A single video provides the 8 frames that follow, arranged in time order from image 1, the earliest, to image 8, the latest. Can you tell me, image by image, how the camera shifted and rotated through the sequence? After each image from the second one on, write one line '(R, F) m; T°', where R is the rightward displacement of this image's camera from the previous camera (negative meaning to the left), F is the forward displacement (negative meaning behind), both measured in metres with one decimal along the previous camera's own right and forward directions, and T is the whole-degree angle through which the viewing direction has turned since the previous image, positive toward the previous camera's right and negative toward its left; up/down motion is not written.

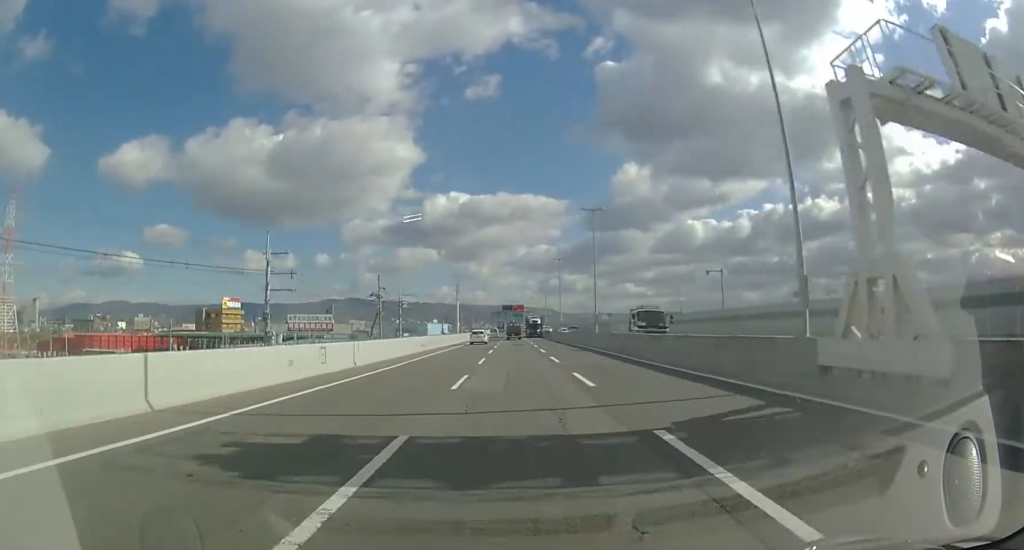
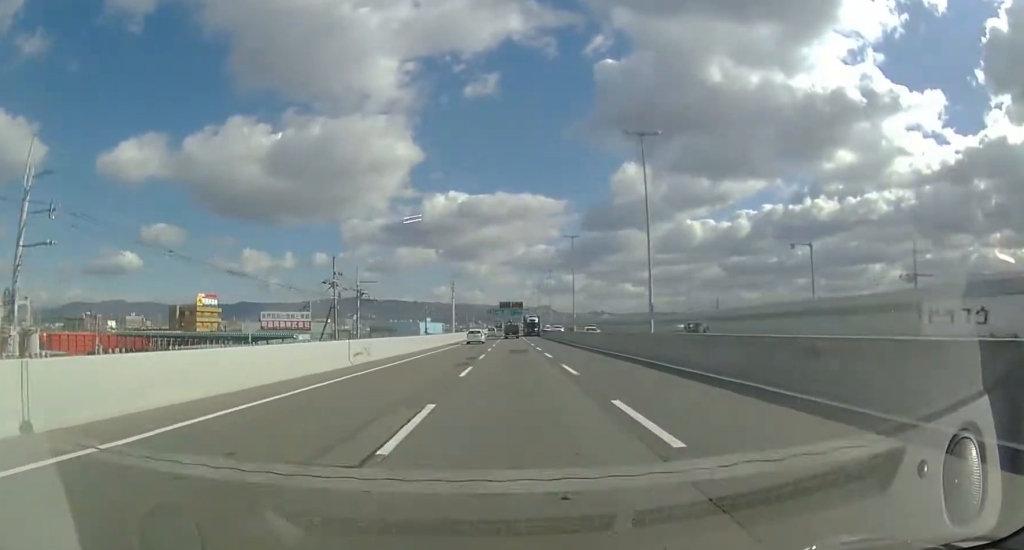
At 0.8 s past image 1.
(0.0, +16.9) m; 0°
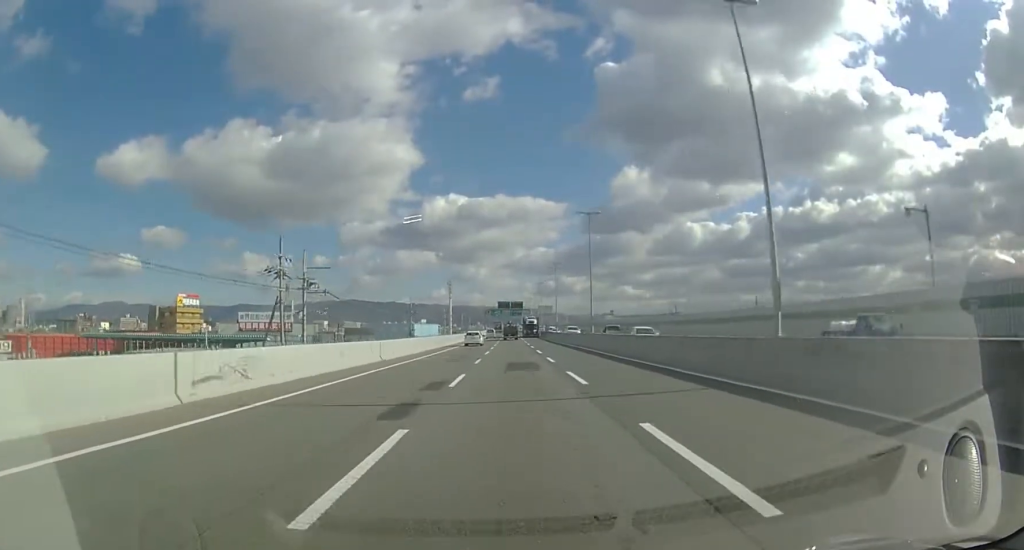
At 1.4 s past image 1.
(0.0, +12.3) m; 0°
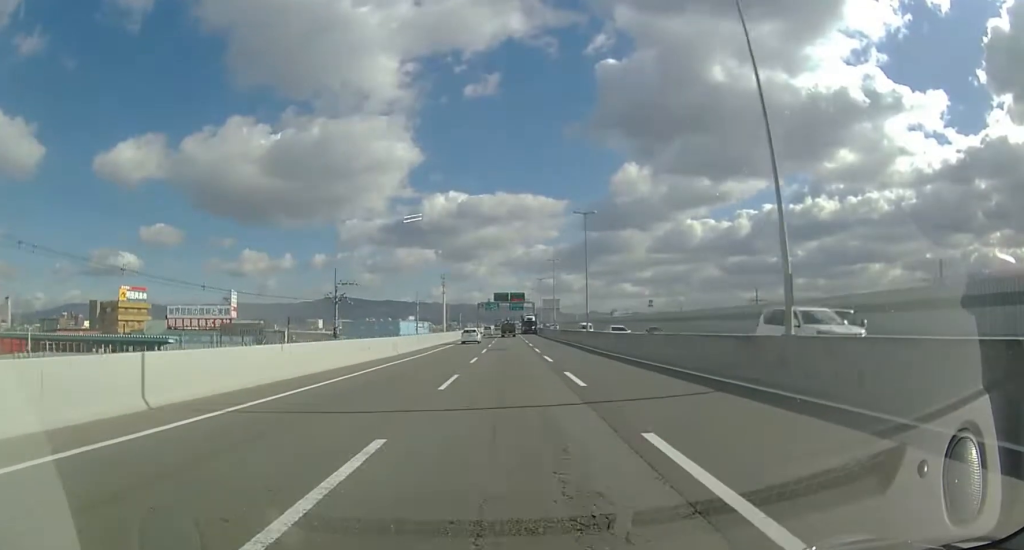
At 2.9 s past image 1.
(0.0, +31.2) m; 0°
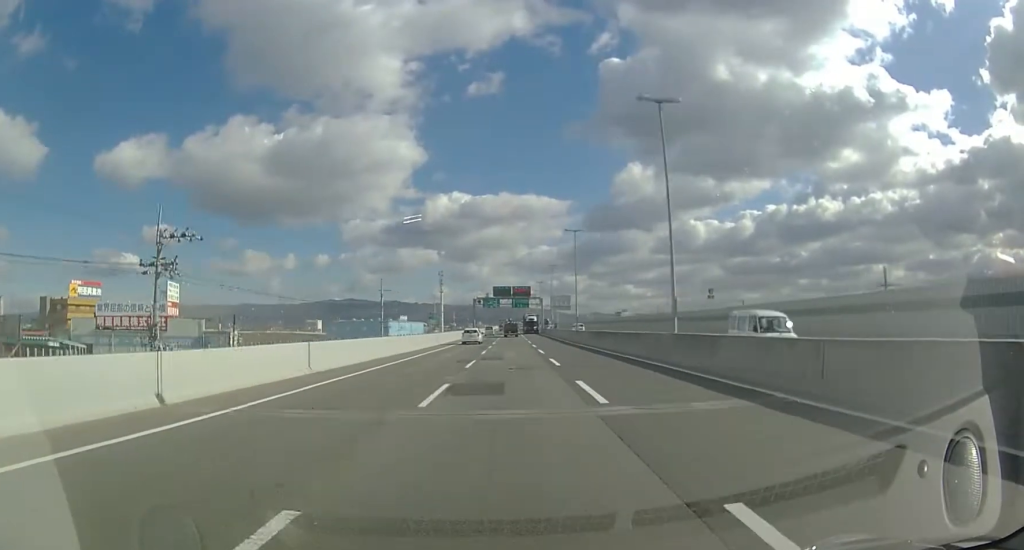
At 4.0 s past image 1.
(-0.2, +23.0) m; 0°
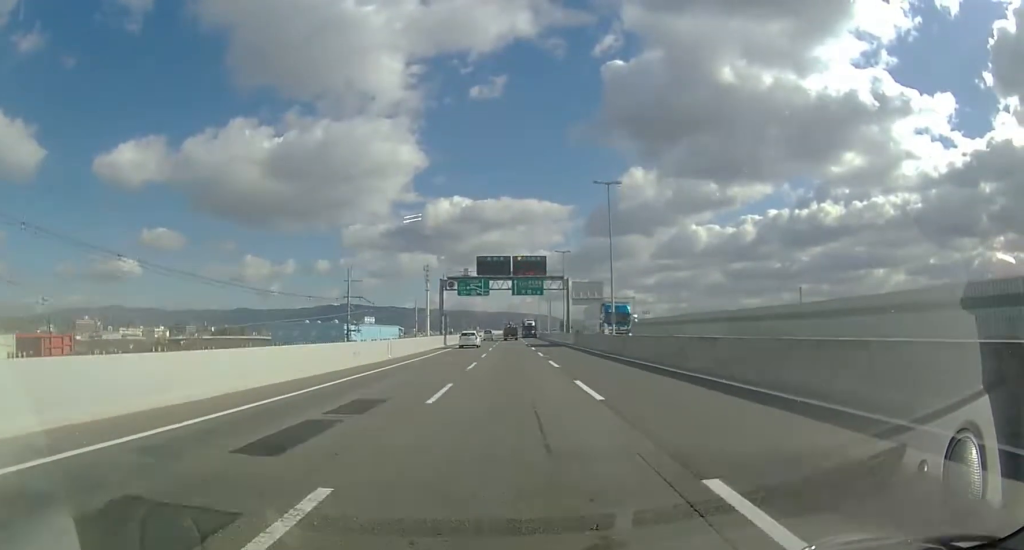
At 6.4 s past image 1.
(+0.1, +49.4) m; 0°
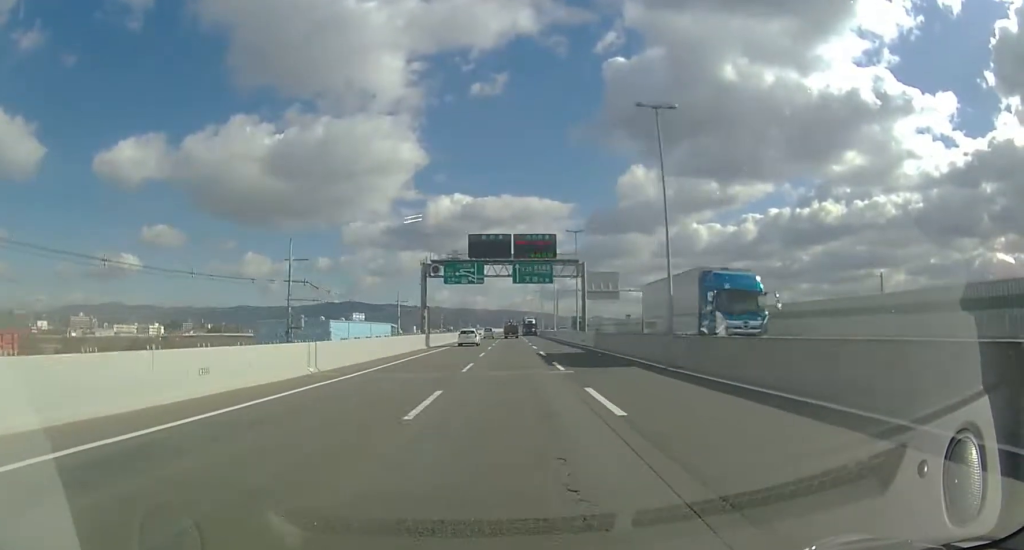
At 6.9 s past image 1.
(0.0, +11.8) m; 0°
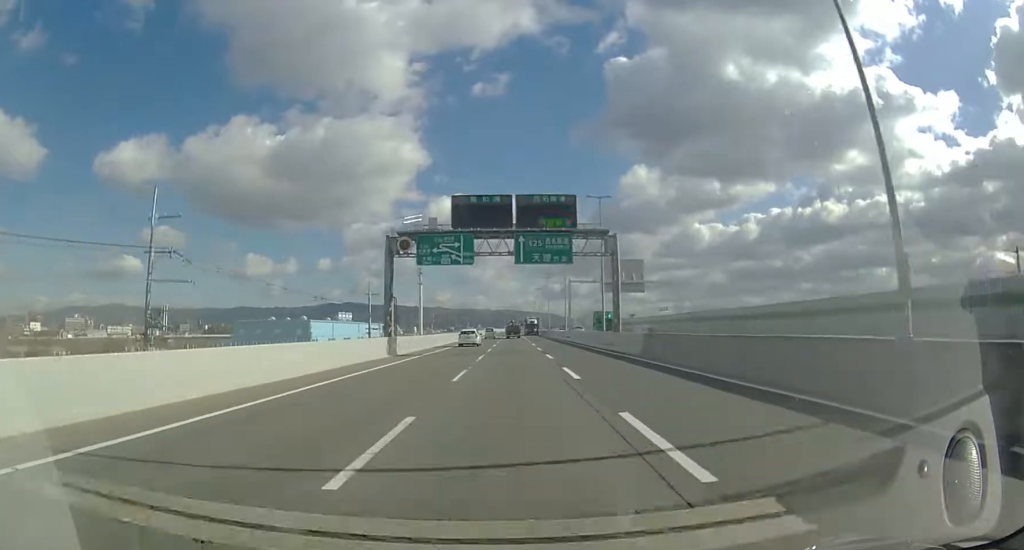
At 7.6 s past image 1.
(0.0, +13.5) m; 0°
